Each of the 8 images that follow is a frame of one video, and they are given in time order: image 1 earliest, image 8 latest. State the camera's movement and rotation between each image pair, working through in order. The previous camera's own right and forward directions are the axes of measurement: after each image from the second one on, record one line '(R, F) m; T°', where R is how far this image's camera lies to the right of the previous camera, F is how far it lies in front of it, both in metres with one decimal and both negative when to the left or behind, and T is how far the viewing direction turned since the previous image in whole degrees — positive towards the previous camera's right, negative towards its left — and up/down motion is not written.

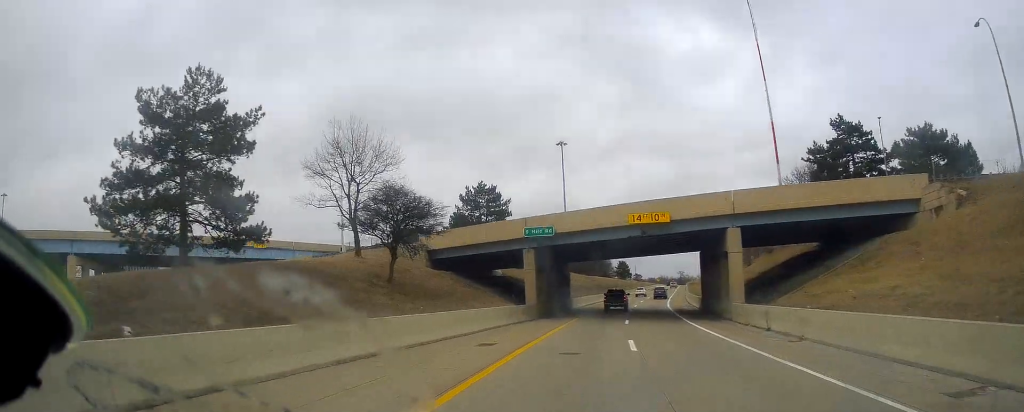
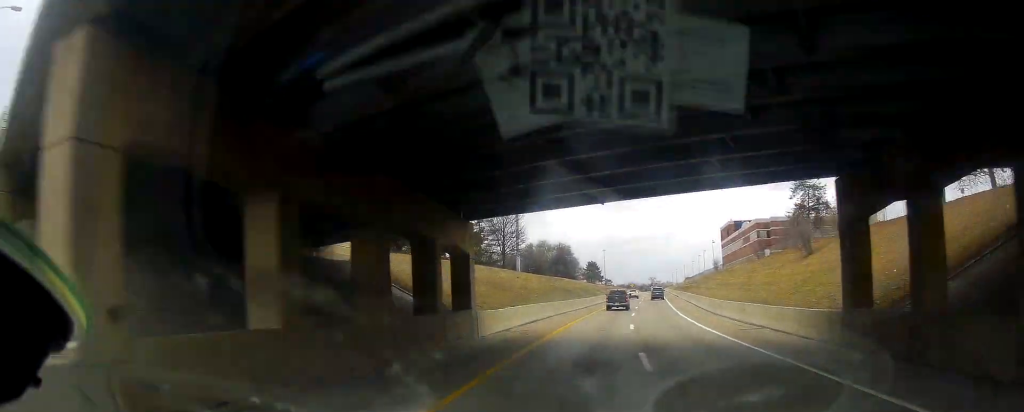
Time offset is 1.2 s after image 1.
(+1.0, +35.5) m; +3°
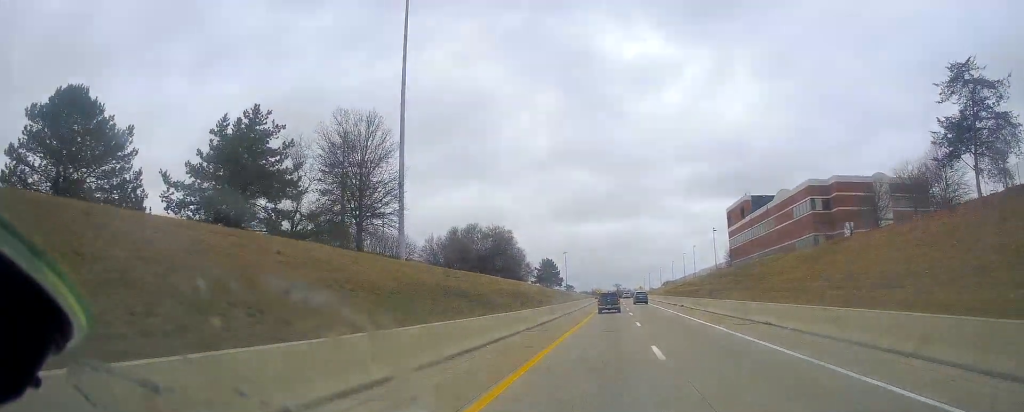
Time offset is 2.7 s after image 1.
(+1.4, +43.2) m; +3°
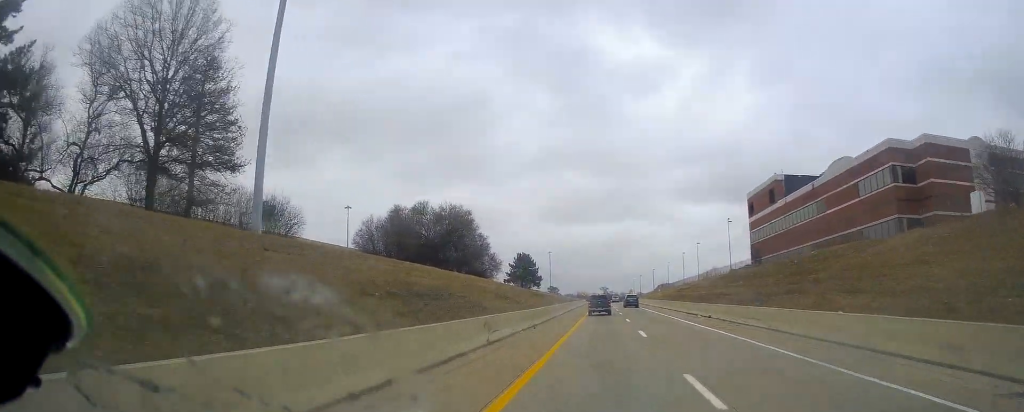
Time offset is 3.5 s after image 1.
(+0.1, +22.2) m; +1°
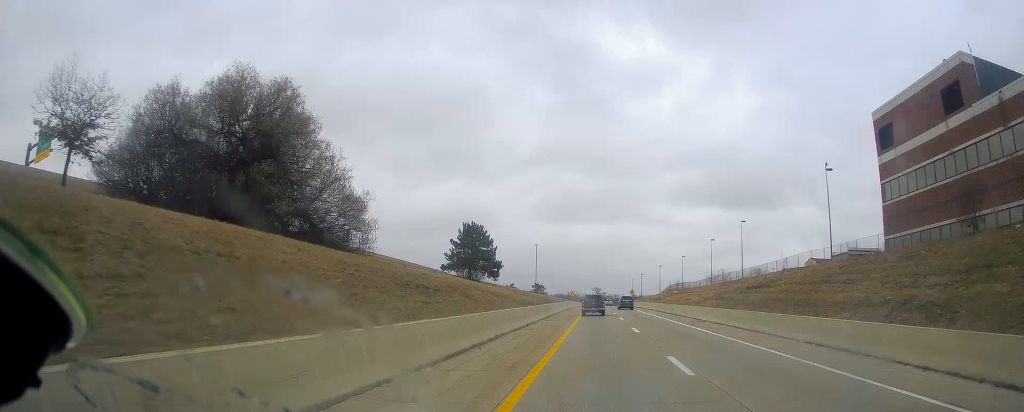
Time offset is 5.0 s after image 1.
(+1.1, +42.4) m; +2°
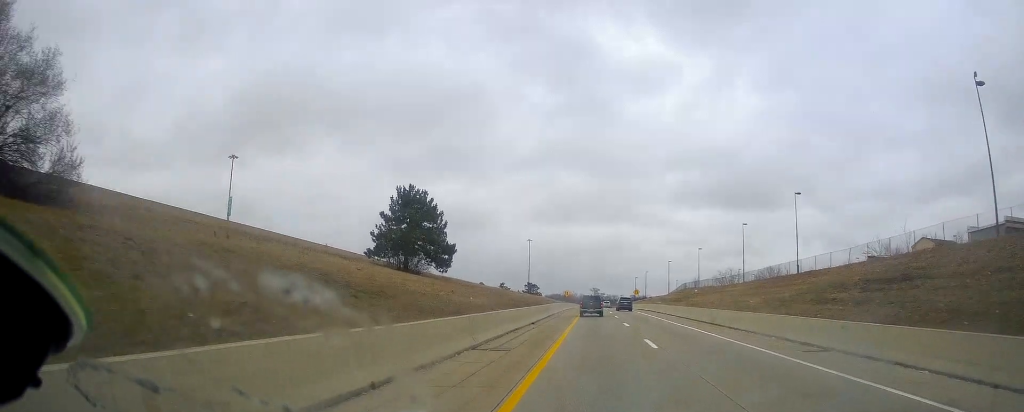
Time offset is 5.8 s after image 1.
(0.0, +23.9) m; 0°
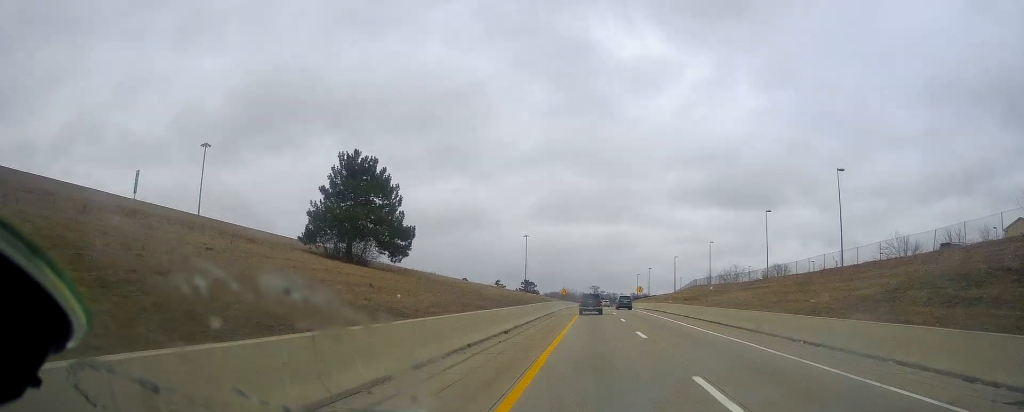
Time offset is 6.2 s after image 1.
(0.0, +11.4) m; +1°
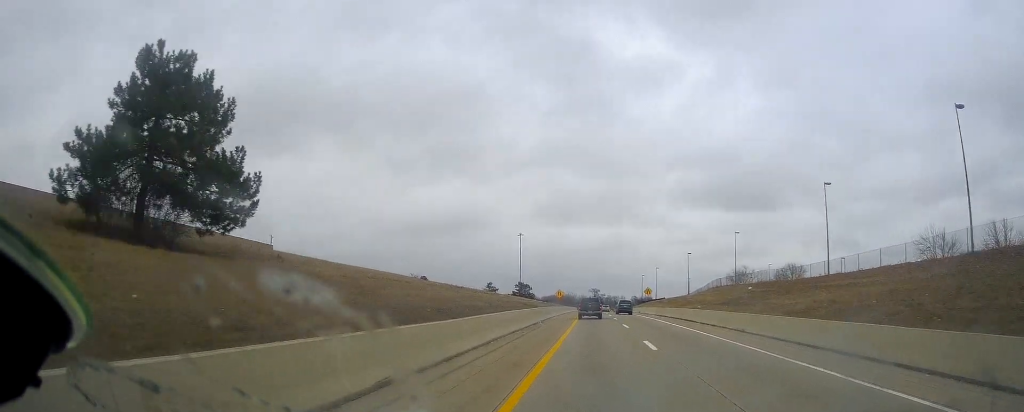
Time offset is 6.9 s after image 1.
(0.0, +19.0) m; +1°
